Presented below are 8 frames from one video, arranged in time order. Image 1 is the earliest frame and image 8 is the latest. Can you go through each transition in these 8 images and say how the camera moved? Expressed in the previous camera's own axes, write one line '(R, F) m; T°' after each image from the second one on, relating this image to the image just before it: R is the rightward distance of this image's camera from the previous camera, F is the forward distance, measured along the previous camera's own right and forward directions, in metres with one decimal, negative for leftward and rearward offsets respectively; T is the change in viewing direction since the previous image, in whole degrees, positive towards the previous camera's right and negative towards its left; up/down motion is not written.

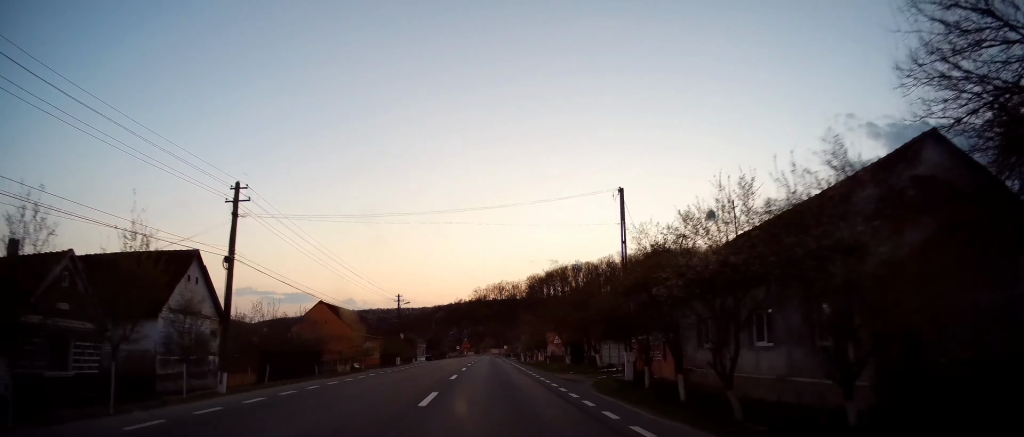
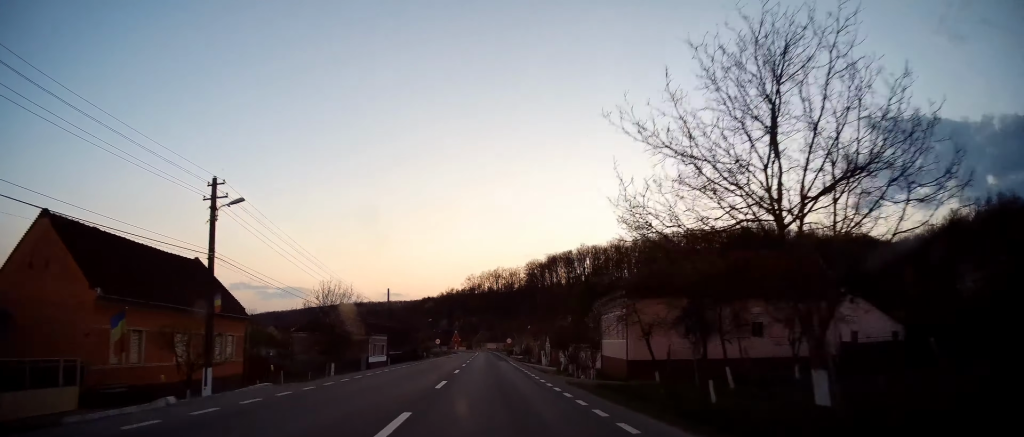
(+0.8, +39.9) m; +1°
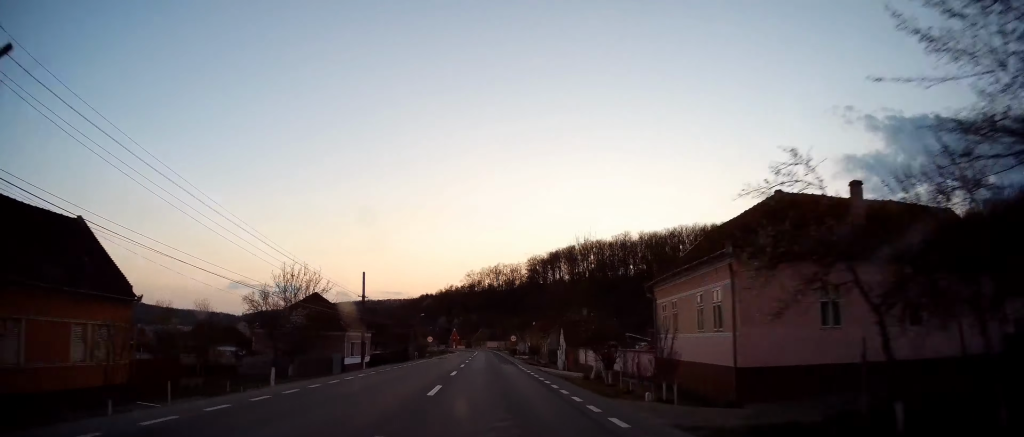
(0.0, +11.5) m; 0°
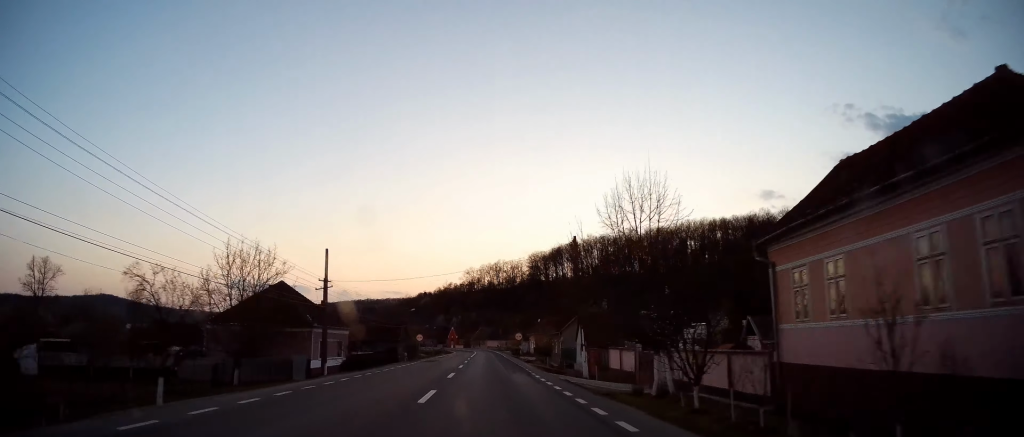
(0.0, +10.6) m; 0°
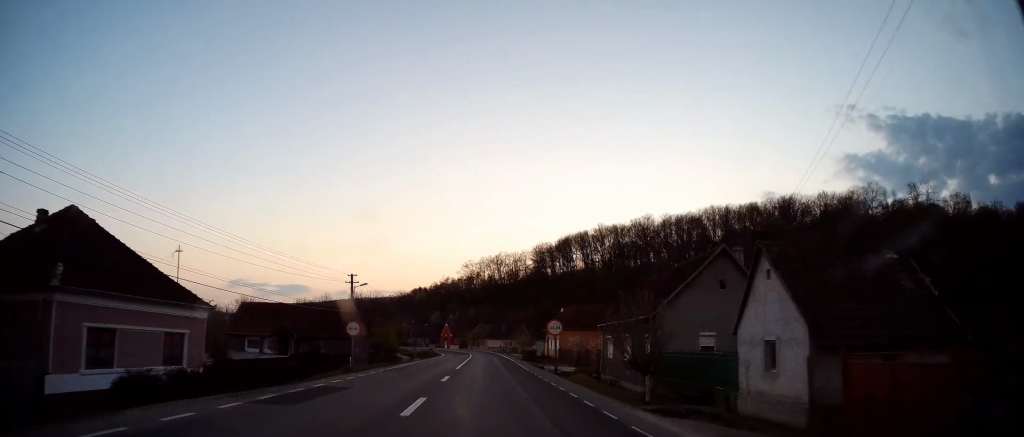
(0.0, +28.7) m; 0°
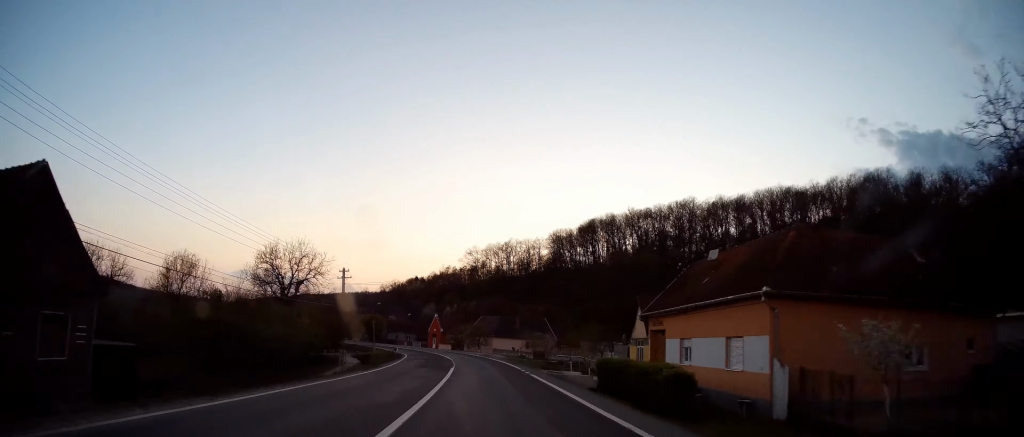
(0.0, +44.9) m; 0°
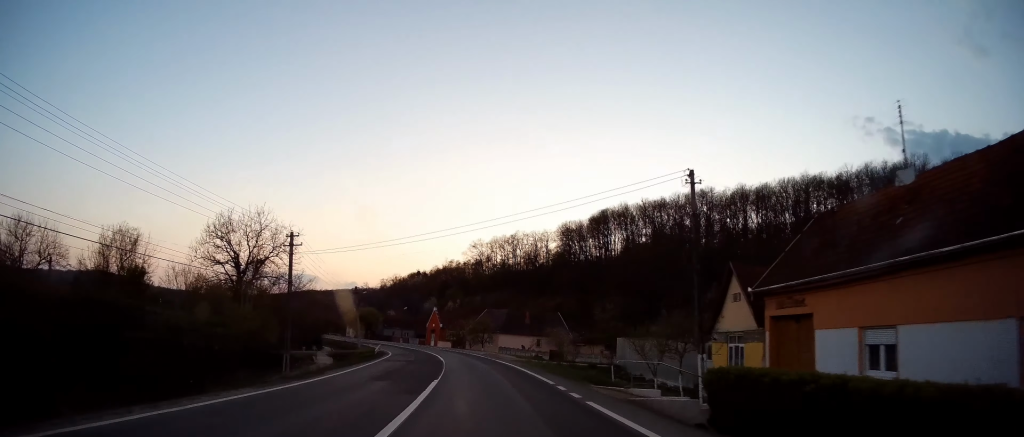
(0.0, +12.4) m; -1°
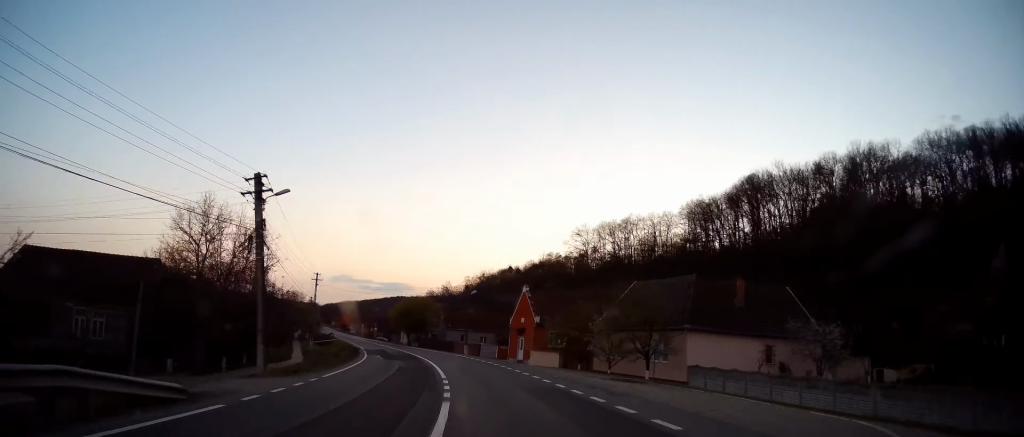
(-2.1, +47.9) m; -8°
